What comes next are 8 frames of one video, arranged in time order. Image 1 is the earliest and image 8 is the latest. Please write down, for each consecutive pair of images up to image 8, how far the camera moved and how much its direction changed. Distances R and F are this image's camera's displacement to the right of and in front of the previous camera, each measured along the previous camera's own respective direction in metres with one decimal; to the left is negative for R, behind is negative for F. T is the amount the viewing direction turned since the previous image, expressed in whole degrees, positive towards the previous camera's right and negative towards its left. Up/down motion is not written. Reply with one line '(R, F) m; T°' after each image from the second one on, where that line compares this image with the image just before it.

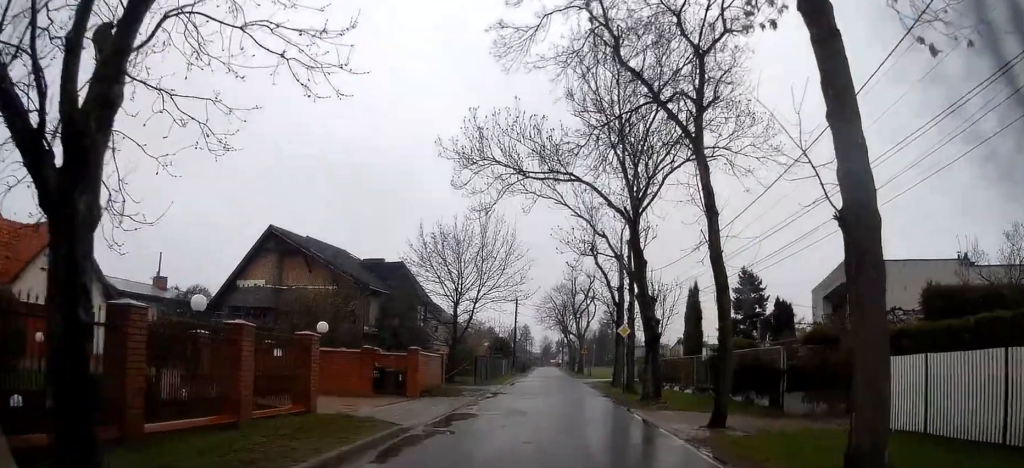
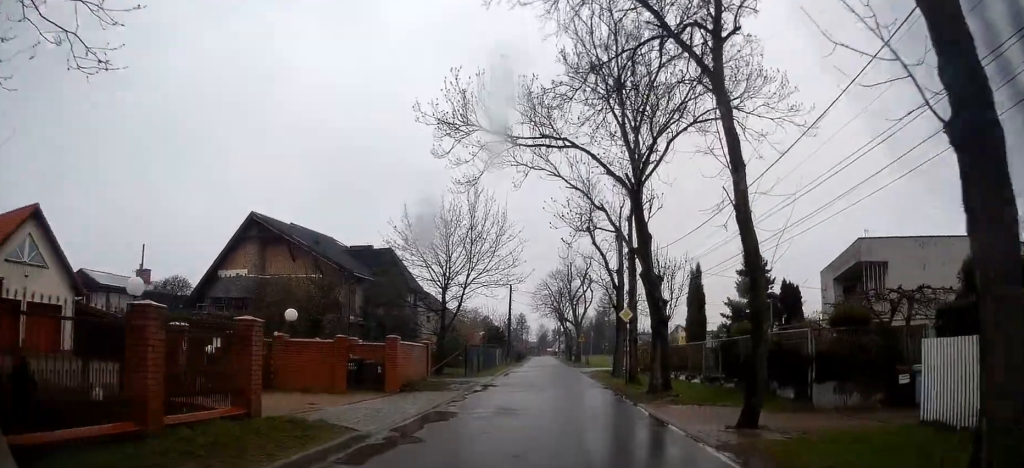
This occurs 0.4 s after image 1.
(0.0, +2.5) m; 0°
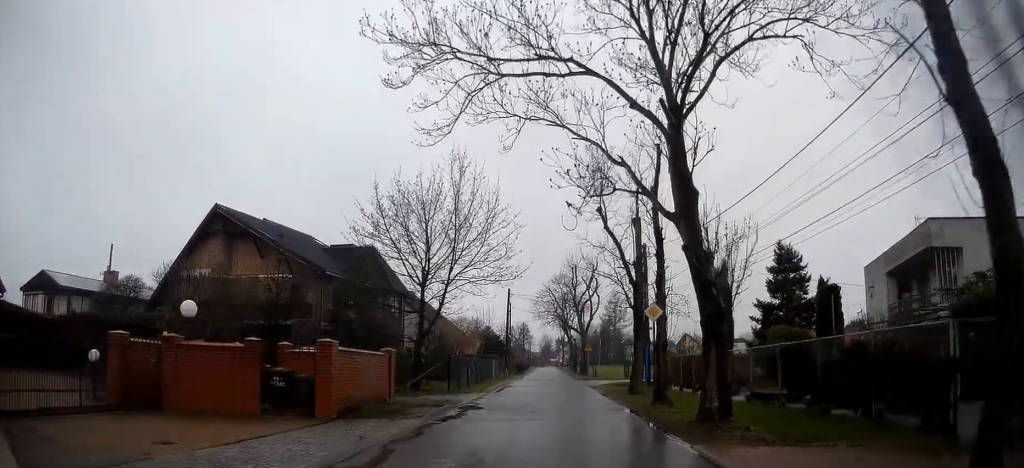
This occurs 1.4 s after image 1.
(0.0, +6.0) m; 0°
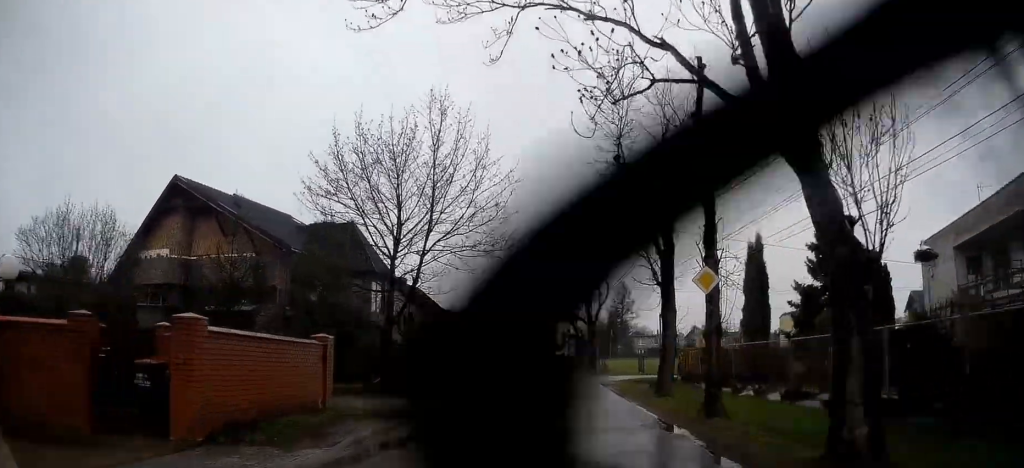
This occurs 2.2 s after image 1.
(-0.1, +5.2) m; +2°
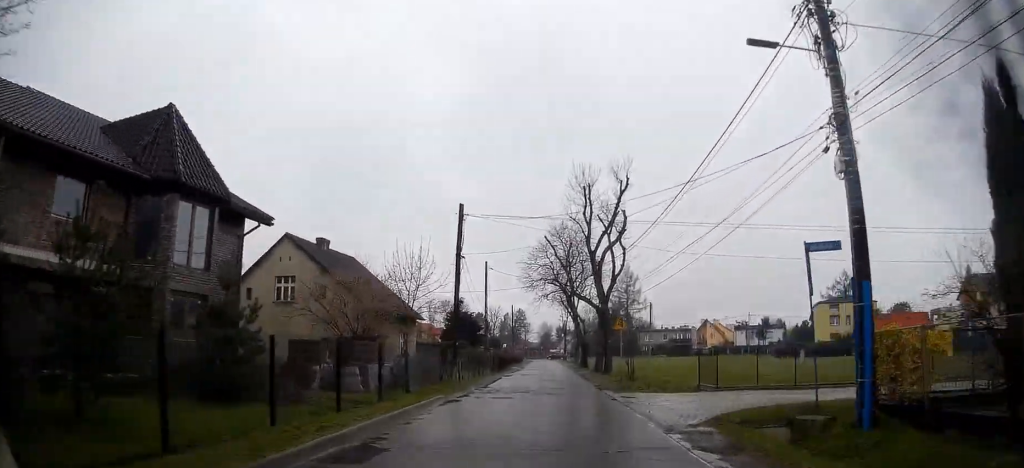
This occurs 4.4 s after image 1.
(+0.4, +19.3) m; 0°
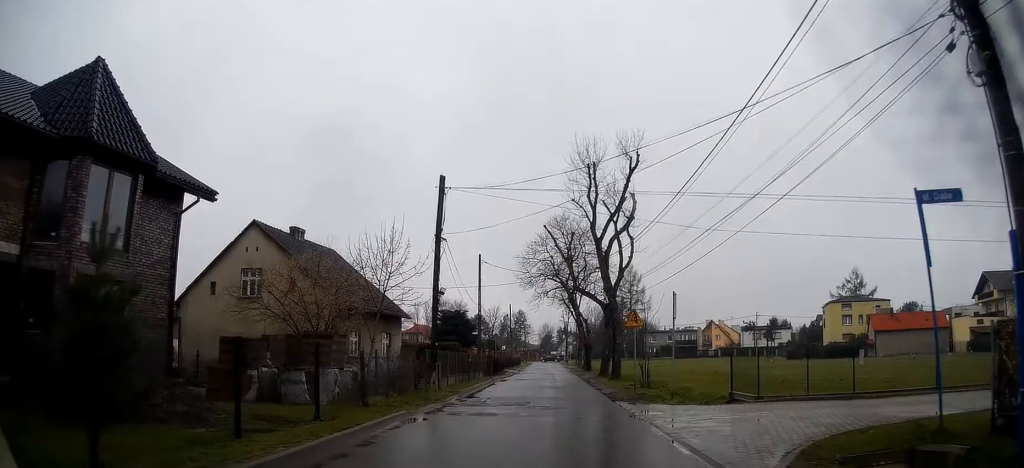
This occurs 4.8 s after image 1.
(0.0, +4.4) m; 0°
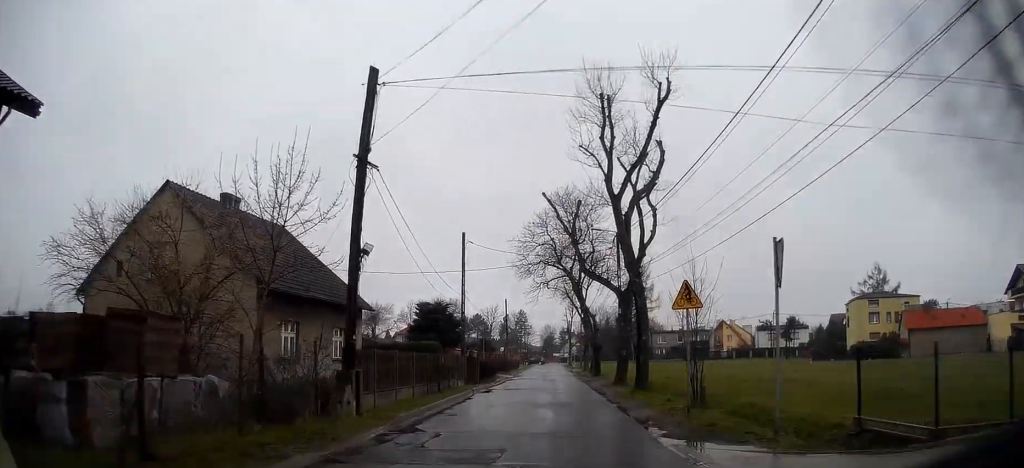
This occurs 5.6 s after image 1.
(0.0, +8.3) m; 0°
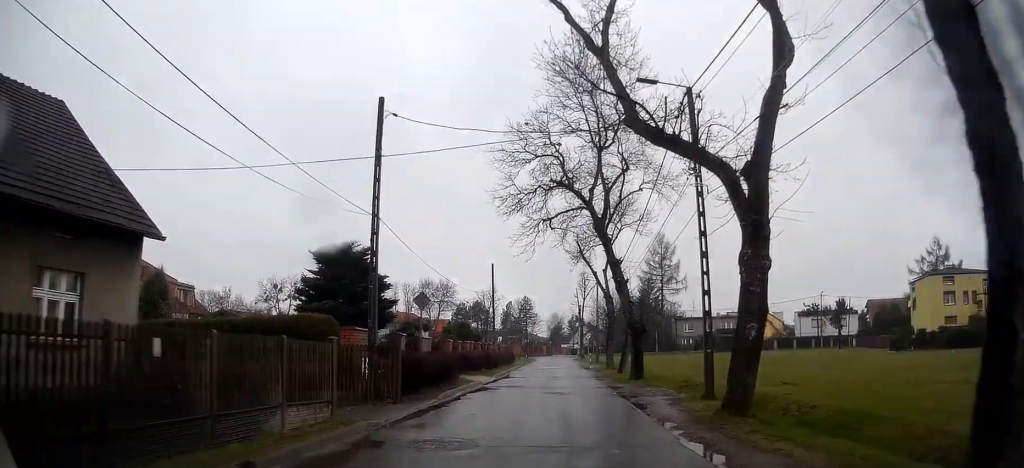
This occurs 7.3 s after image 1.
(-0.2, +17.9) m; -3°
